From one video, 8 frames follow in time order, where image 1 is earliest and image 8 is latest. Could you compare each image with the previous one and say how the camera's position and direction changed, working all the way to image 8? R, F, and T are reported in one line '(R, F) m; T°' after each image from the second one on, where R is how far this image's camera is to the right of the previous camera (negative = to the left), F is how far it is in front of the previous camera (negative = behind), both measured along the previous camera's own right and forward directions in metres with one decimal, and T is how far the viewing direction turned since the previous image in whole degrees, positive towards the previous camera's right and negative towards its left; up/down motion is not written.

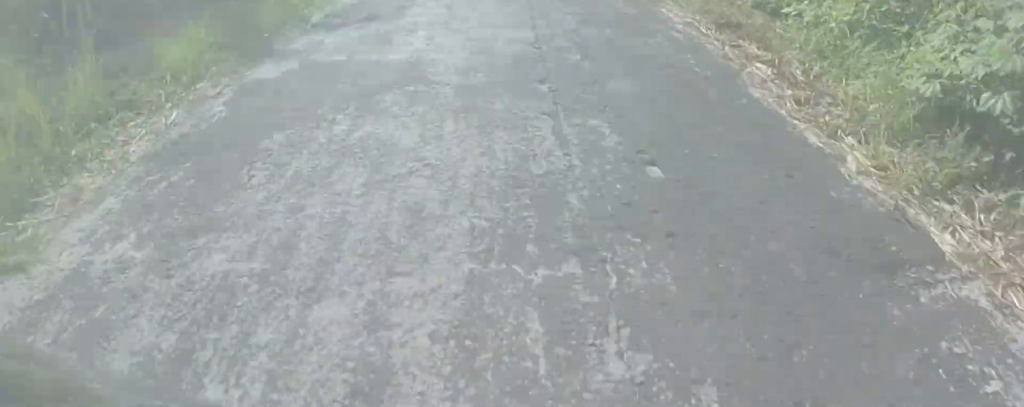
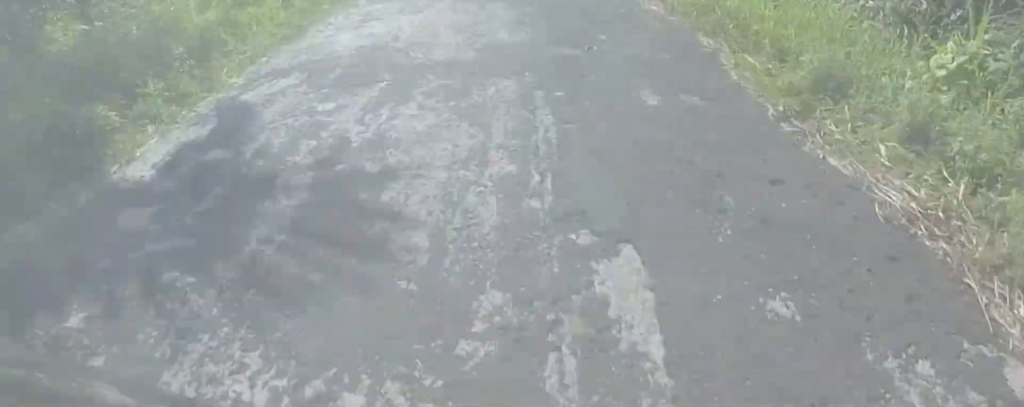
(0.0, +7.7) m; 0°
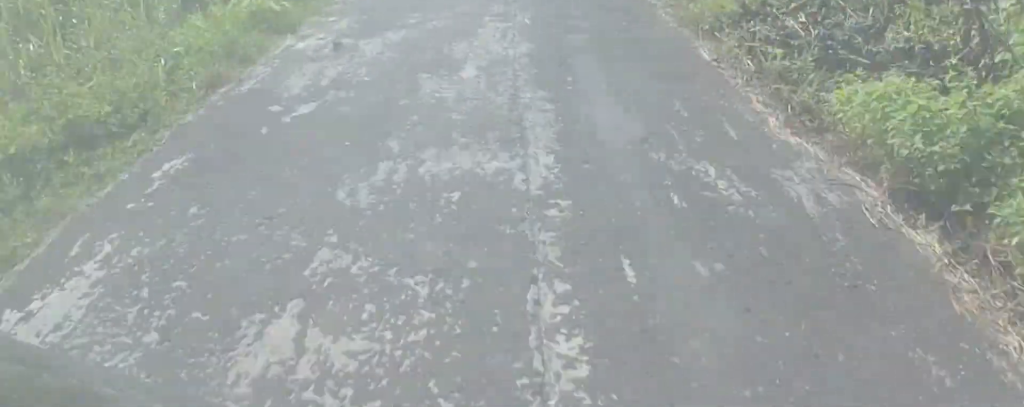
(0.0, +15.1) m; 0°
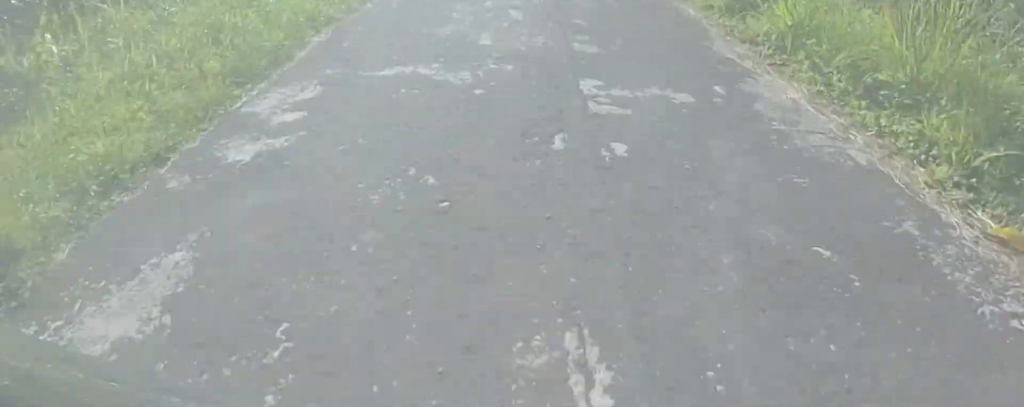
(0.0, +20.7) m; 0°
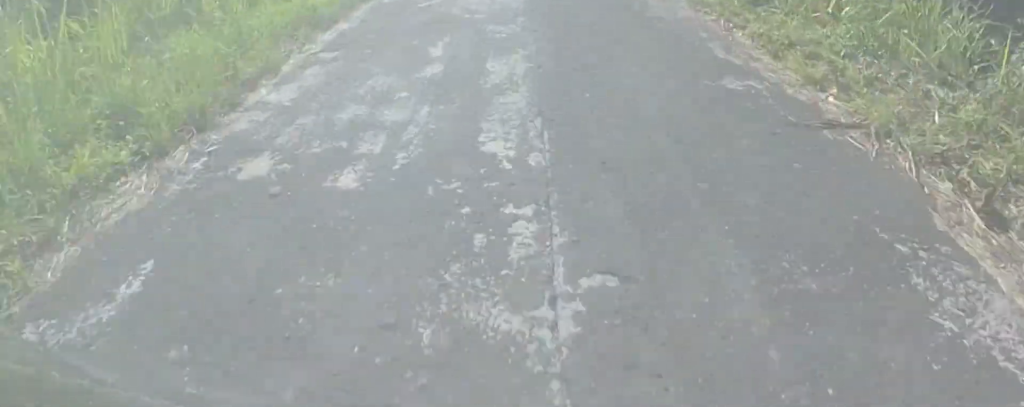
(0.0, +13.6) m; 0°
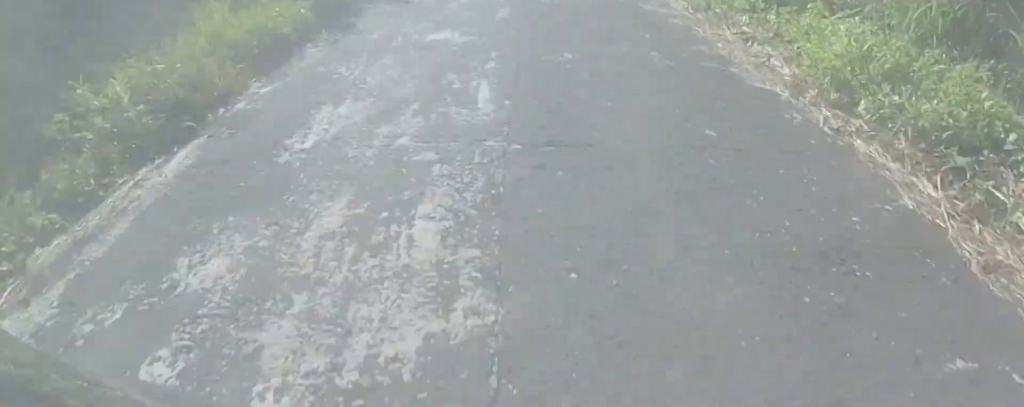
(0.0, +6.3) m; 0°
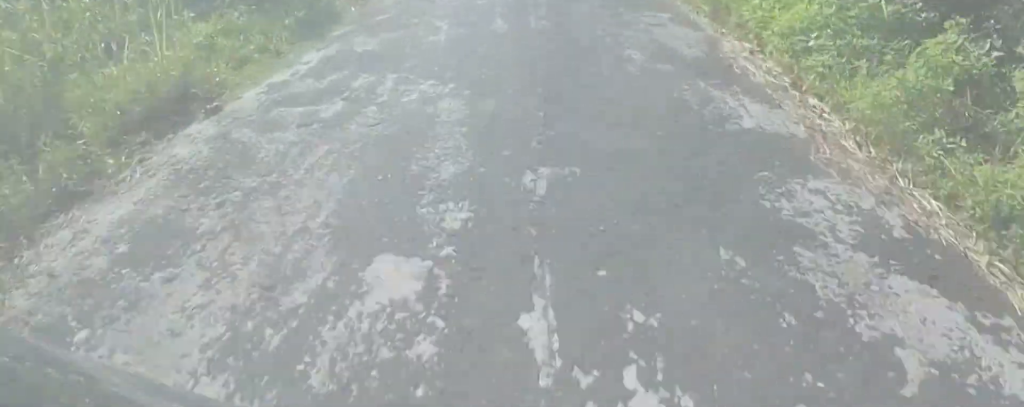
(0.0, +8.0) m; 0°
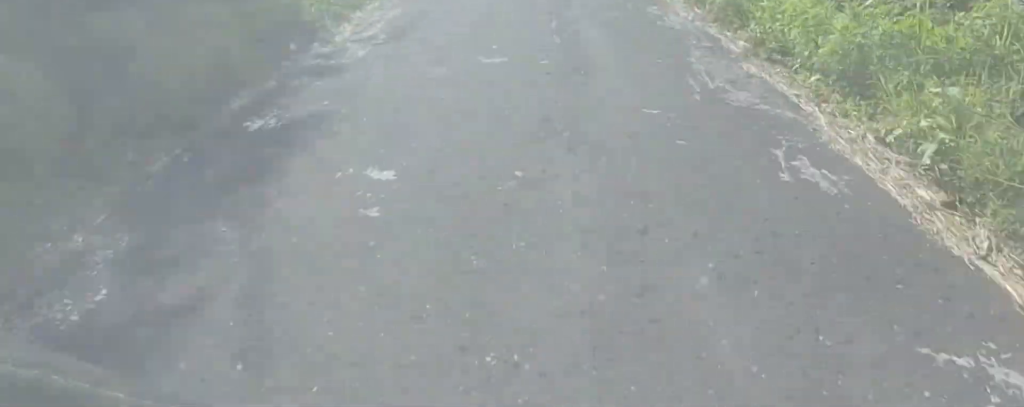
(0.0, +10.2) m; +2°
